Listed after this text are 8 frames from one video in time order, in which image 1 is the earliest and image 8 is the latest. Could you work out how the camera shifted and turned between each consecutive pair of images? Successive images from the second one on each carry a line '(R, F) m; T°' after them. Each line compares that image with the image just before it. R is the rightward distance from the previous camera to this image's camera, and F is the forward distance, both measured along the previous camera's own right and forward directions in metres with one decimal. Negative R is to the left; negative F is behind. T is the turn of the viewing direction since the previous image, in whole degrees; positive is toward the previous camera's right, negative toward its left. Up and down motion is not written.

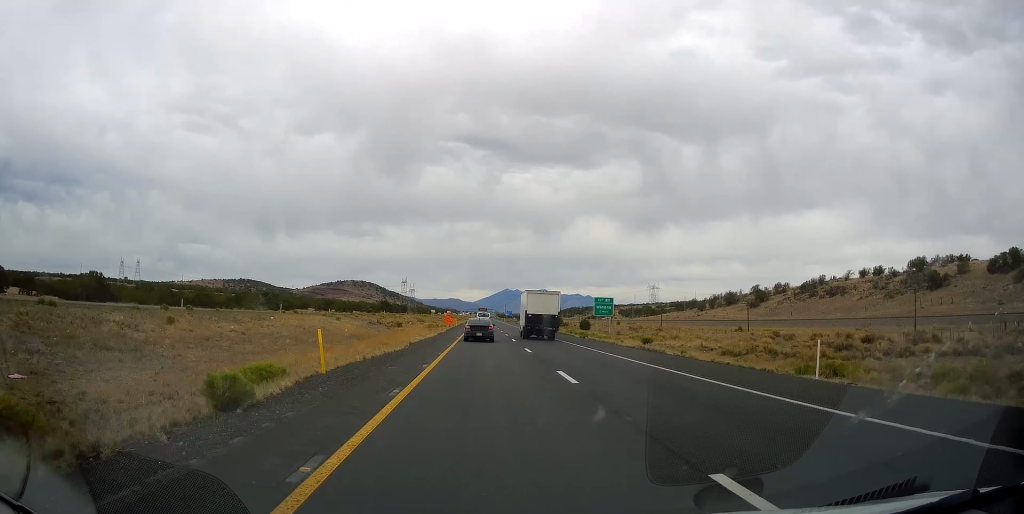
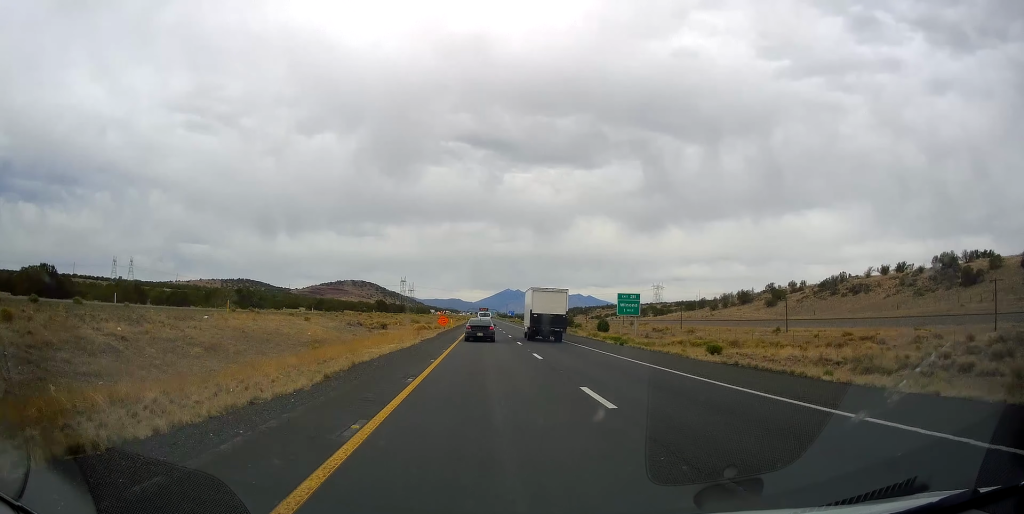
(-0.1, +16.3) m; 0°
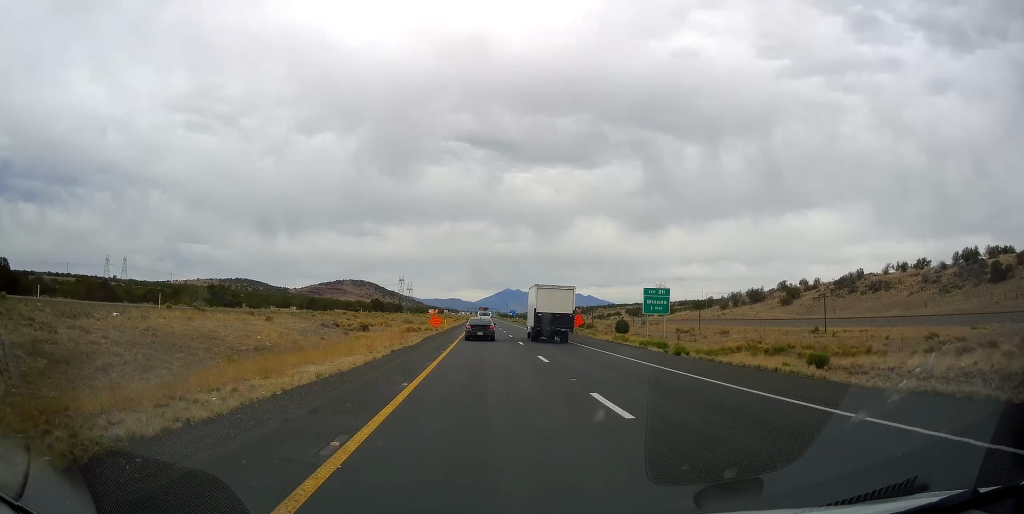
(0.0, +13.4) m; 0°
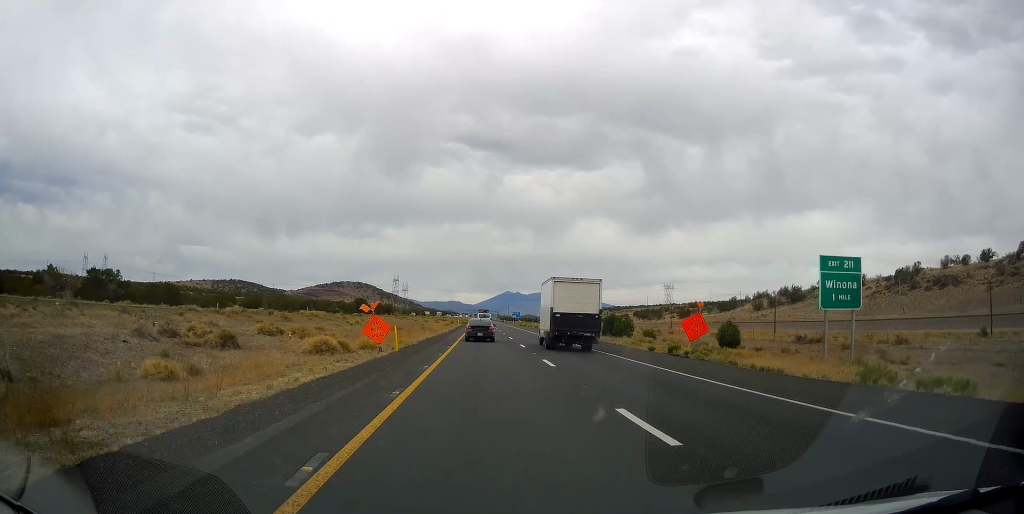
(+0.1, +38.2) m; +1°
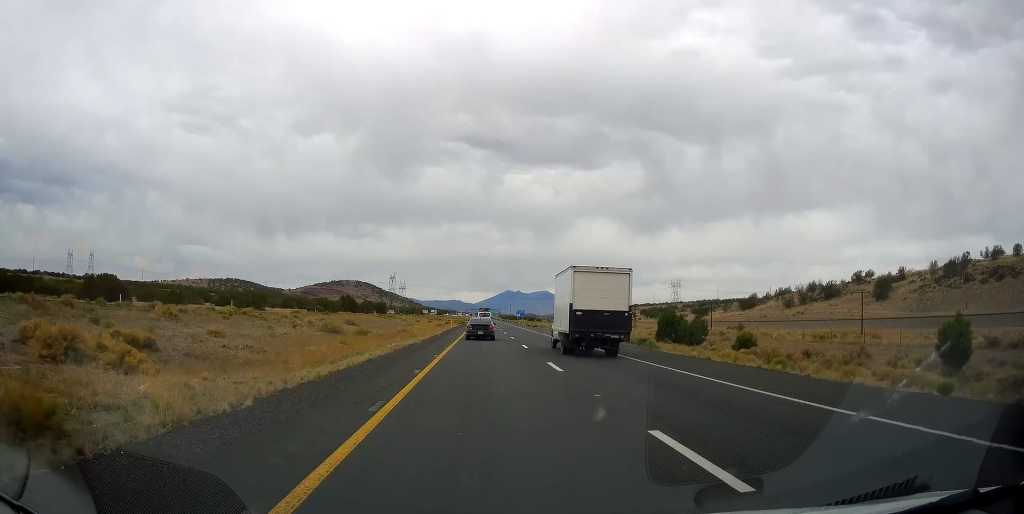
(+0.3, +26.7) m; 0°
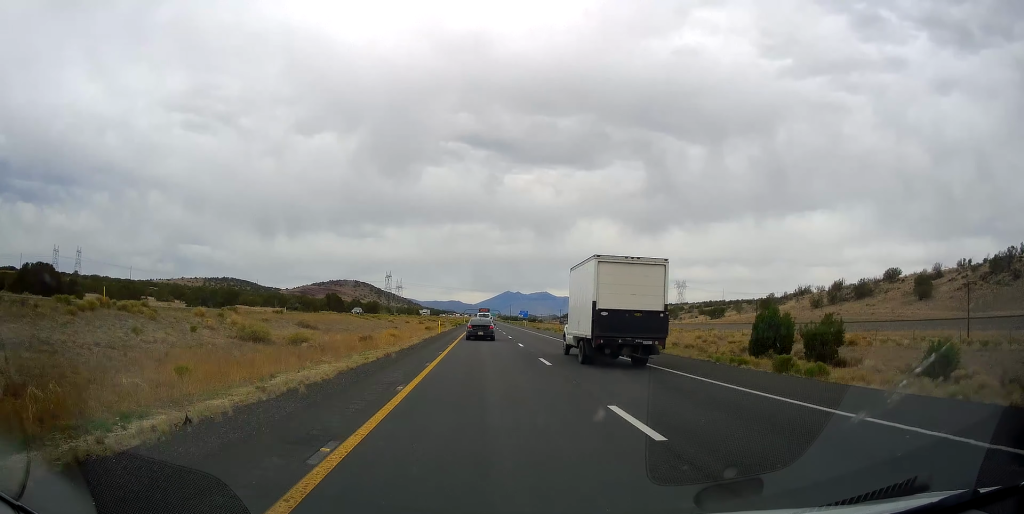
(-0.3, +21.9) m; -1°
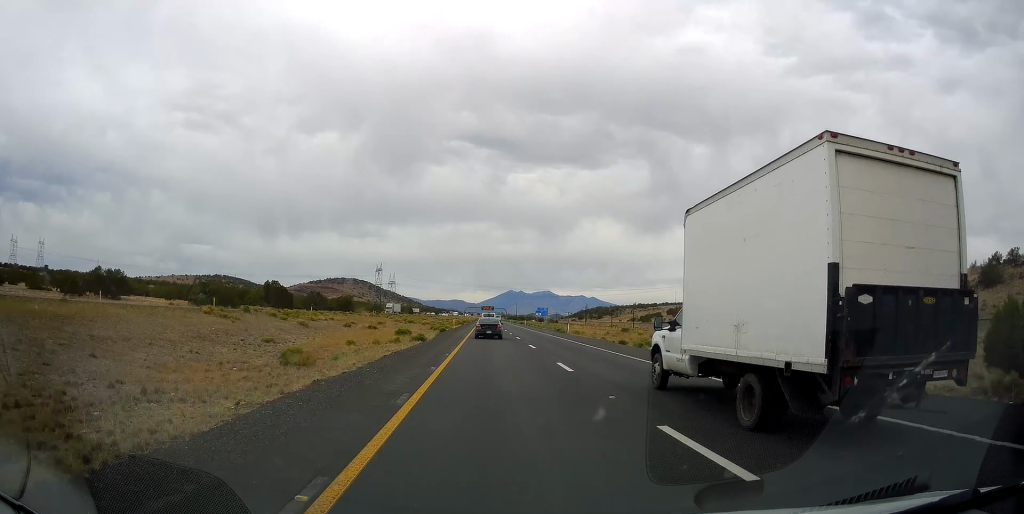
(0.0, +63.0) m; +1°
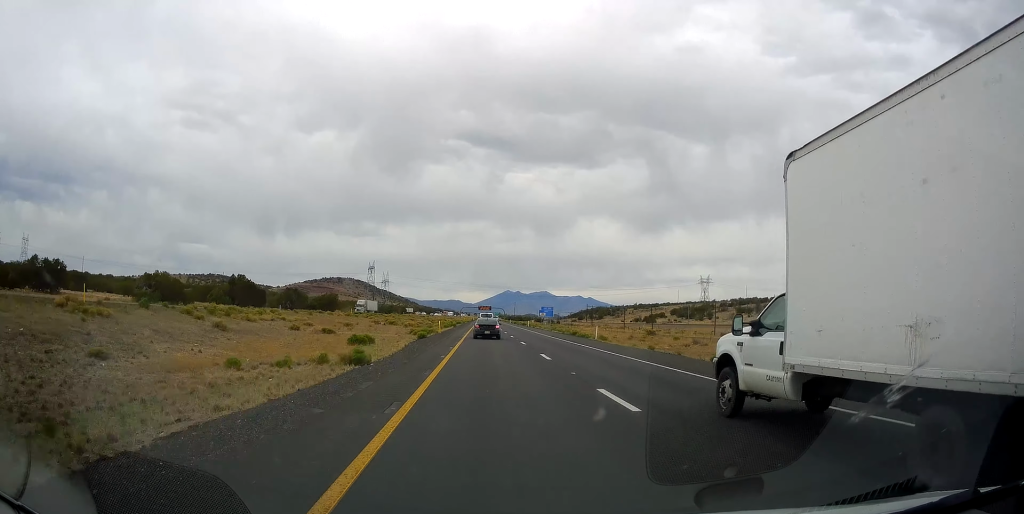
(+0.3, +19.8) m; 0°
